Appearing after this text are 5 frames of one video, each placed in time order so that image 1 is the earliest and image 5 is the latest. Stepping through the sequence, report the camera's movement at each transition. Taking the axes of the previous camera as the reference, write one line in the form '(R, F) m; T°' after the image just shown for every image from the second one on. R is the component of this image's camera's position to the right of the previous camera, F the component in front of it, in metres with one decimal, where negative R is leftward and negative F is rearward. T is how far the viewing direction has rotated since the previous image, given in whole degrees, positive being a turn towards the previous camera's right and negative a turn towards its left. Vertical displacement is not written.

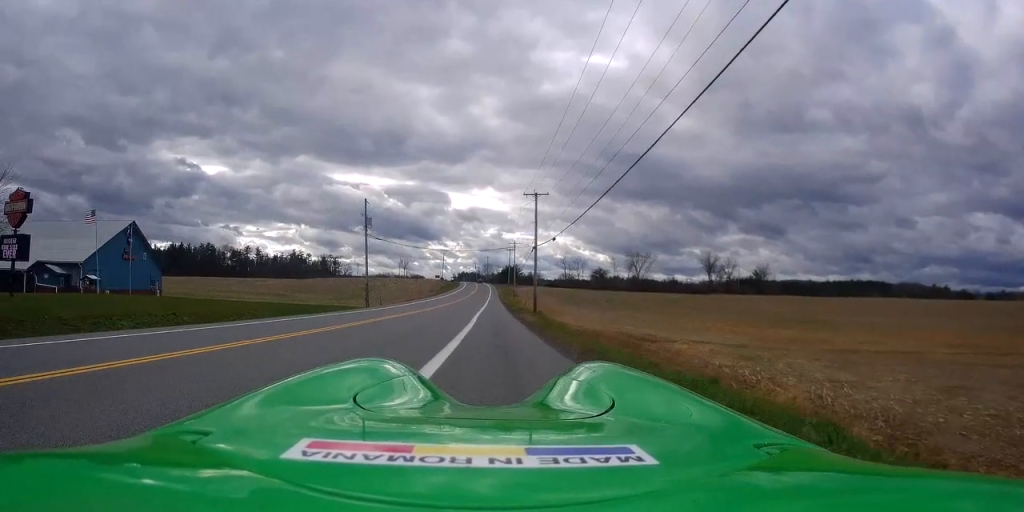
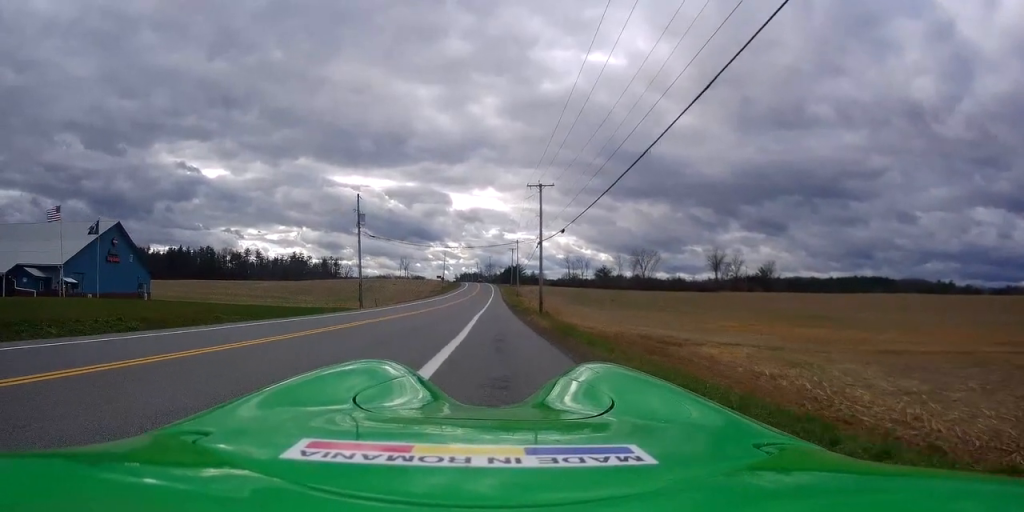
(+0.1, +4.1) m; -2°
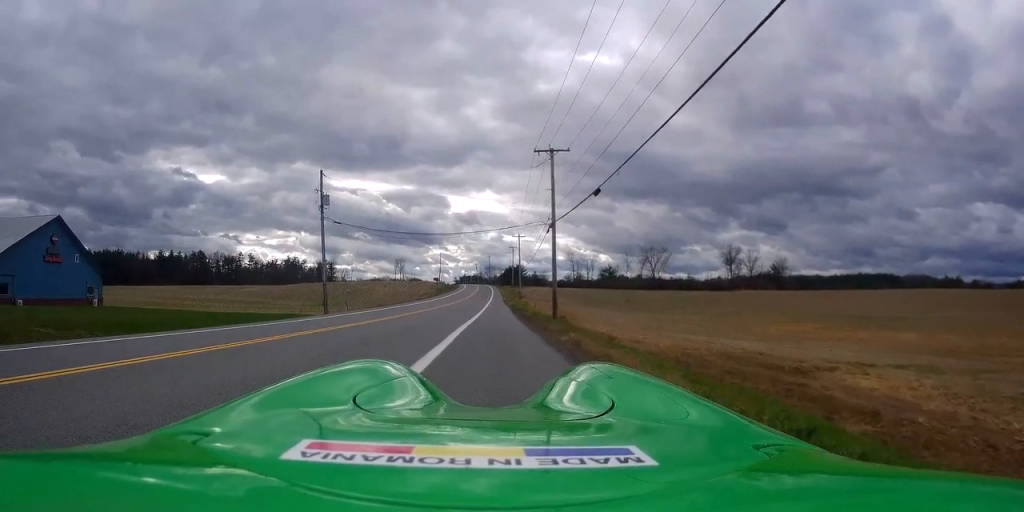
(-1.5, +12.2) m; -6°
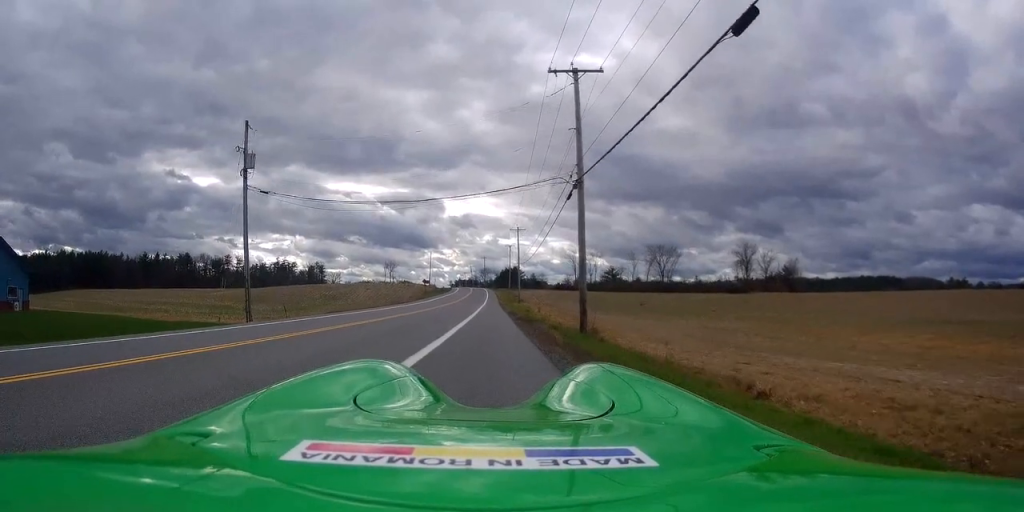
(+0.7, +14.7) m; 0°
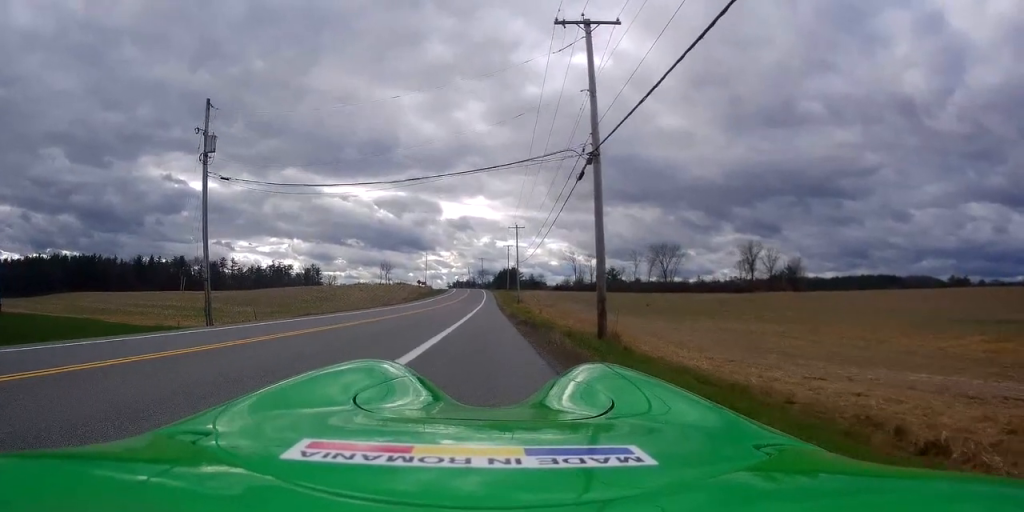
(-0.4, +4.9) m; +2°
